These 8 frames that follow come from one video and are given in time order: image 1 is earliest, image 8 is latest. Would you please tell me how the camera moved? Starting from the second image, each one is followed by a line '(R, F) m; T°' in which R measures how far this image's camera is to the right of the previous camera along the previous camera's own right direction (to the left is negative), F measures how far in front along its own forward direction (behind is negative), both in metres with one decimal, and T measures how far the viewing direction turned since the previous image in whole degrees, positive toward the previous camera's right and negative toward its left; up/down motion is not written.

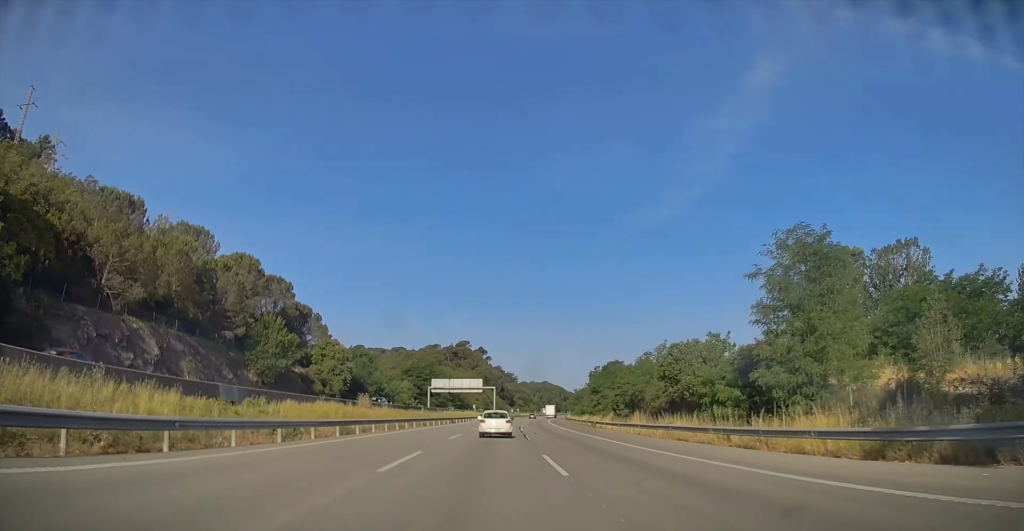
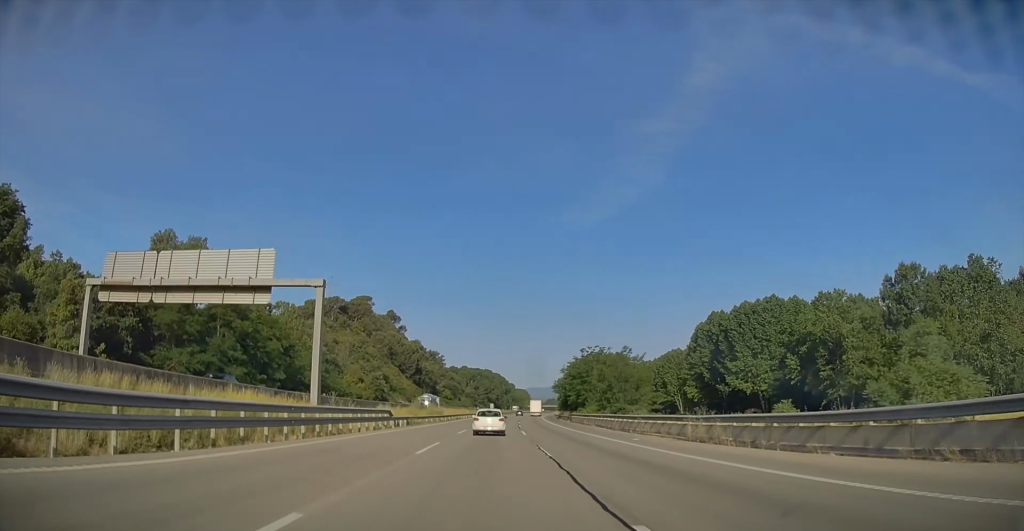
(+10.1, +129.6) m; +4°
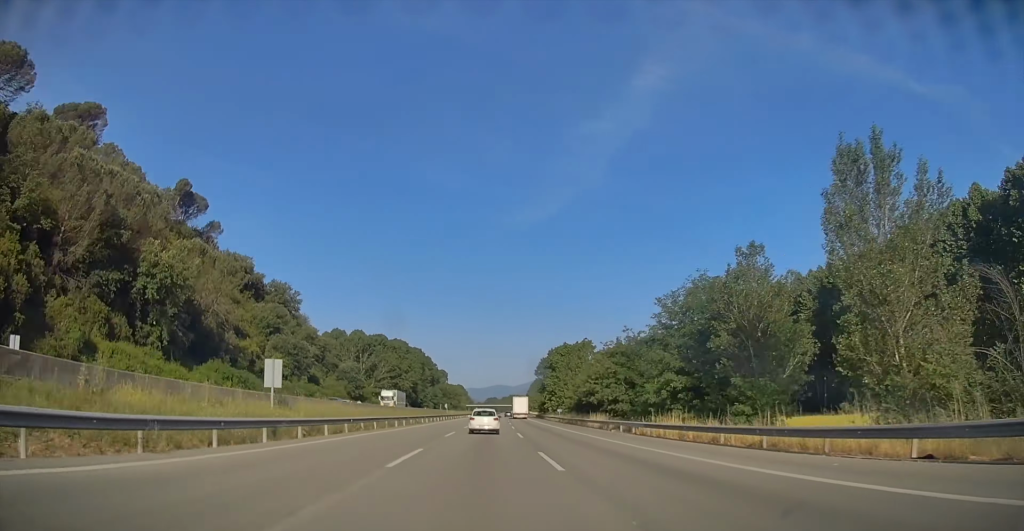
(+6.9, +171.0) m; +4°
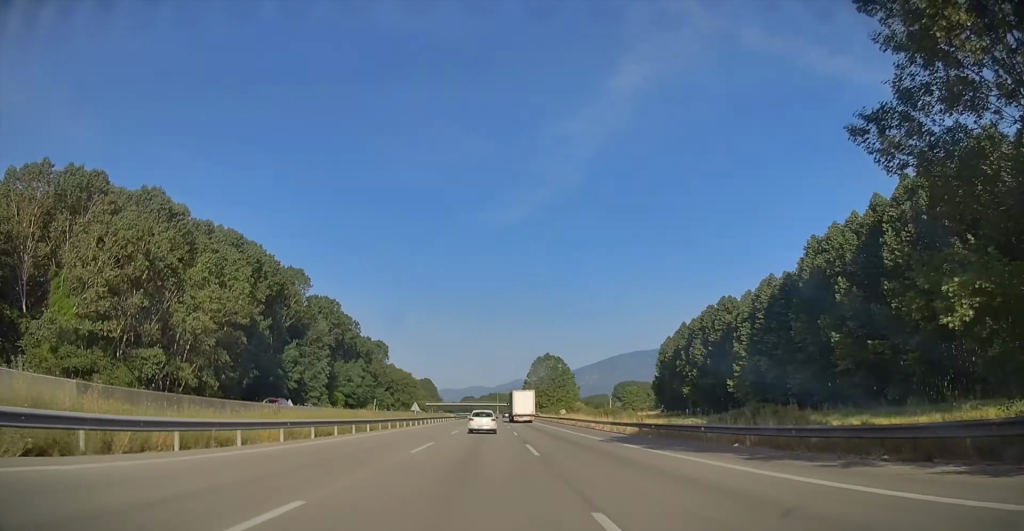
(+5.2, +134.3) m; +1°
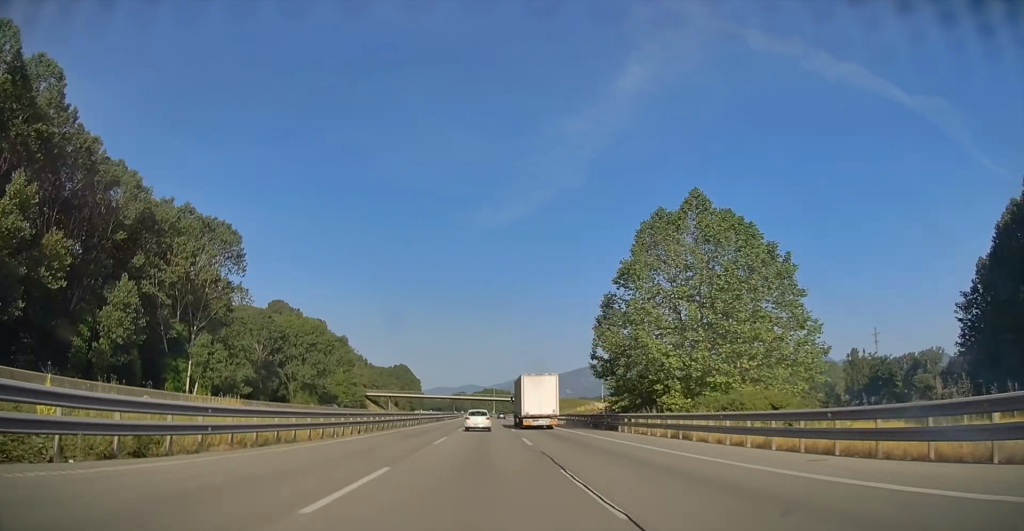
(+2.0, +118.6) m; 0°
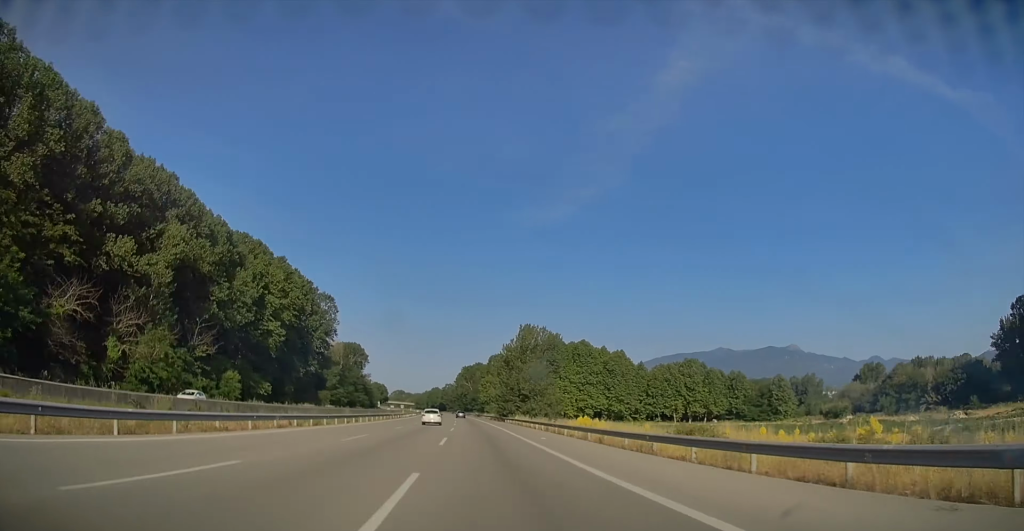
(-13.1, +408.2) m; -5°
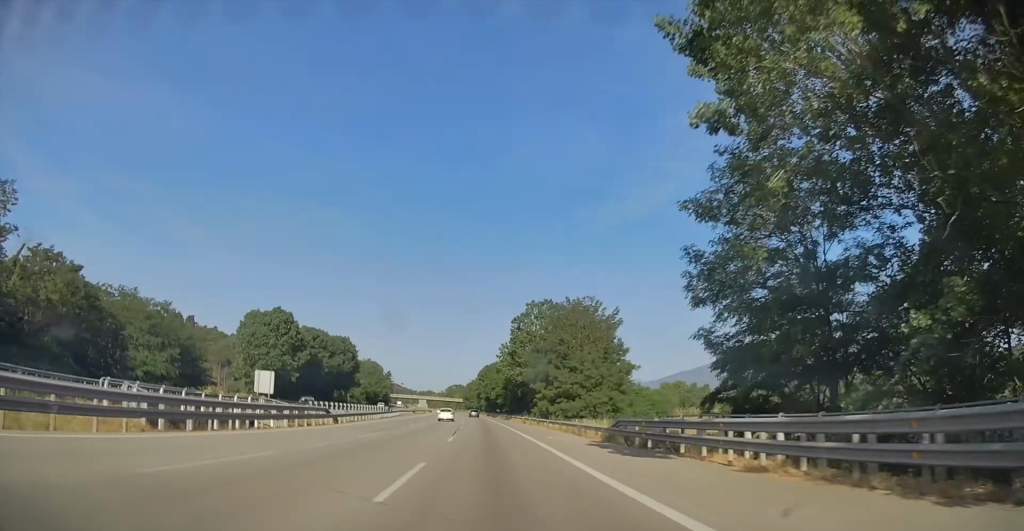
(-13.7, +288.6) m; -6°
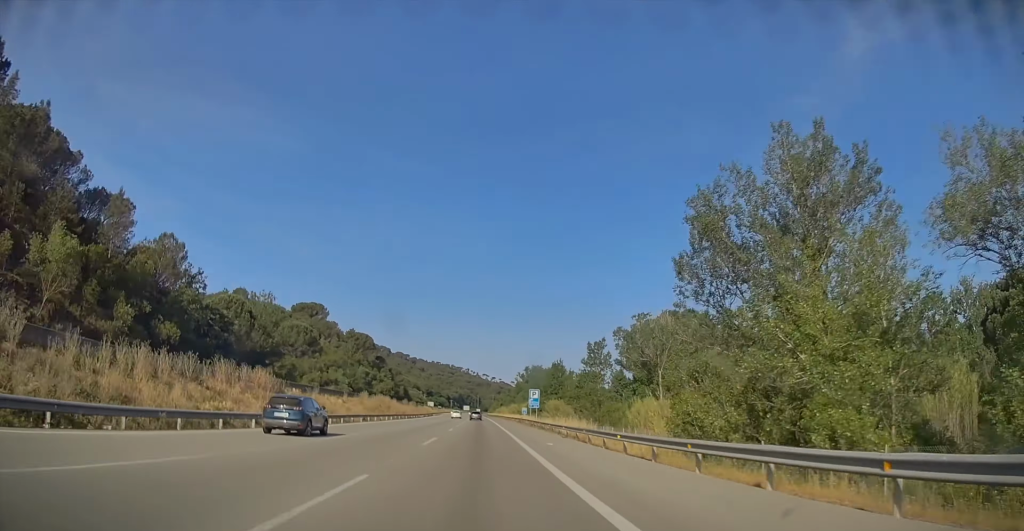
(-50.3, +549.3) m; -8°
